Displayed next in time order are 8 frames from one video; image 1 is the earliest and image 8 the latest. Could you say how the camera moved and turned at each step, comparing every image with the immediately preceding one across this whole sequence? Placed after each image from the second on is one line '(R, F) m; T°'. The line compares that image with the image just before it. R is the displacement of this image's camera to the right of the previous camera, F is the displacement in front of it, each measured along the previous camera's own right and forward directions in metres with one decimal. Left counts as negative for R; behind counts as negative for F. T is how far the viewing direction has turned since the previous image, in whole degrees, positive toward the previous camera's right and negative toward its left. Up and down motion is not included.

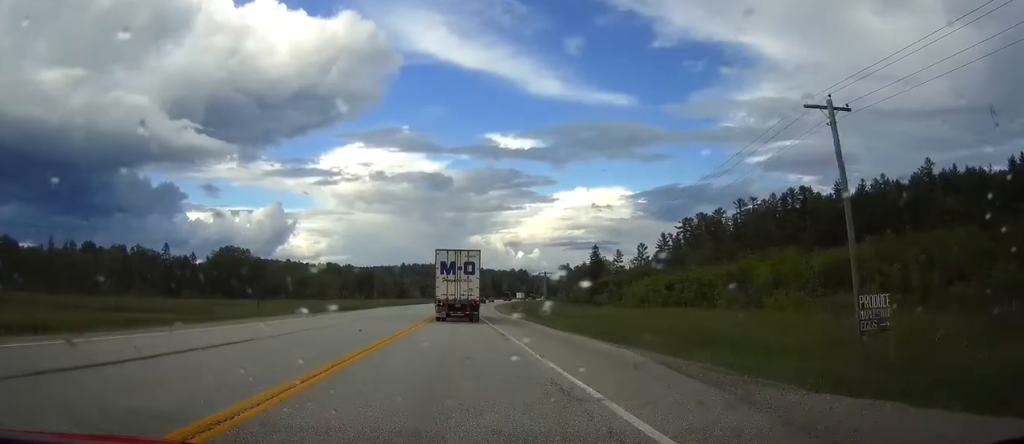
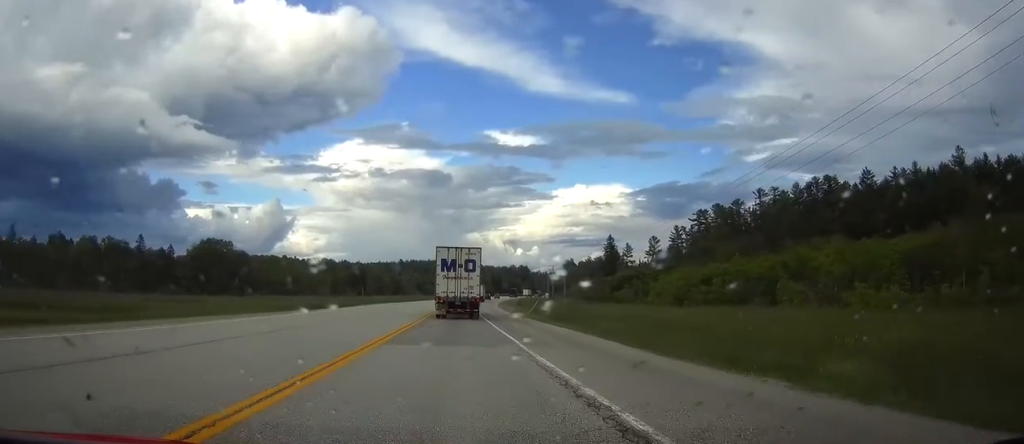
(0.0, +19.7) m; 0°
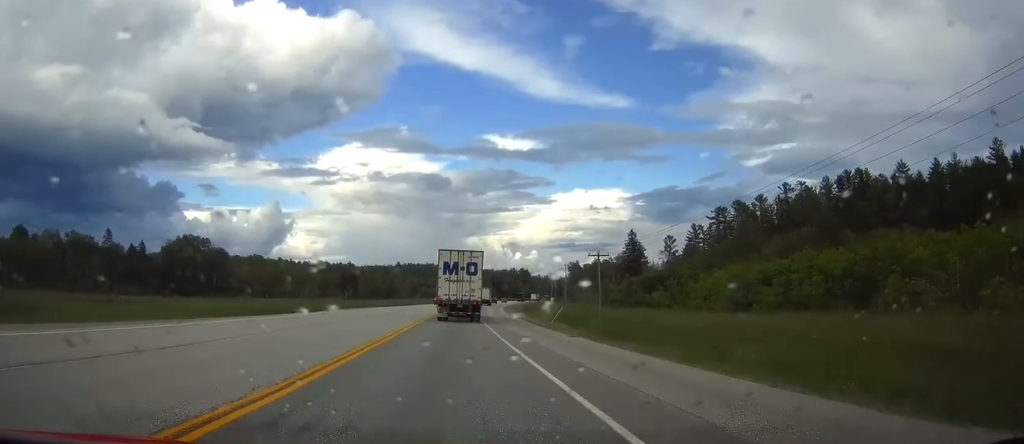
(0.0, +22.0) m; 0°
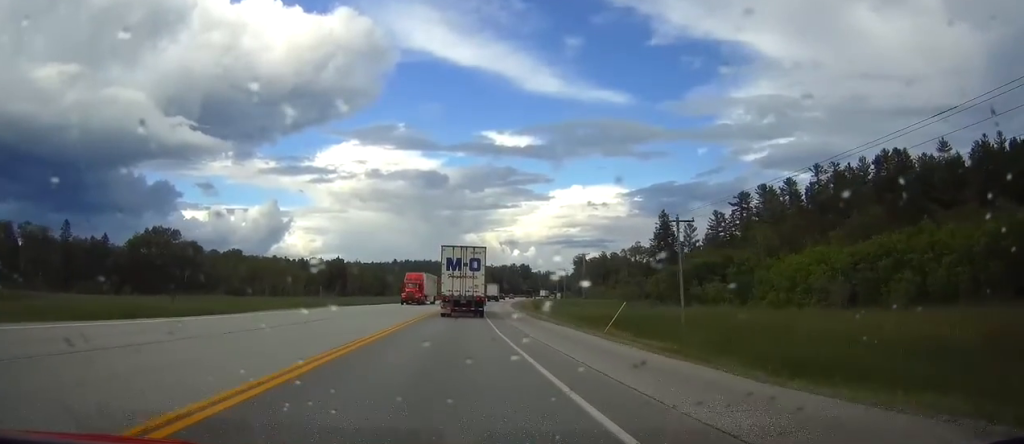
(0.0, +23.4) m; 0°
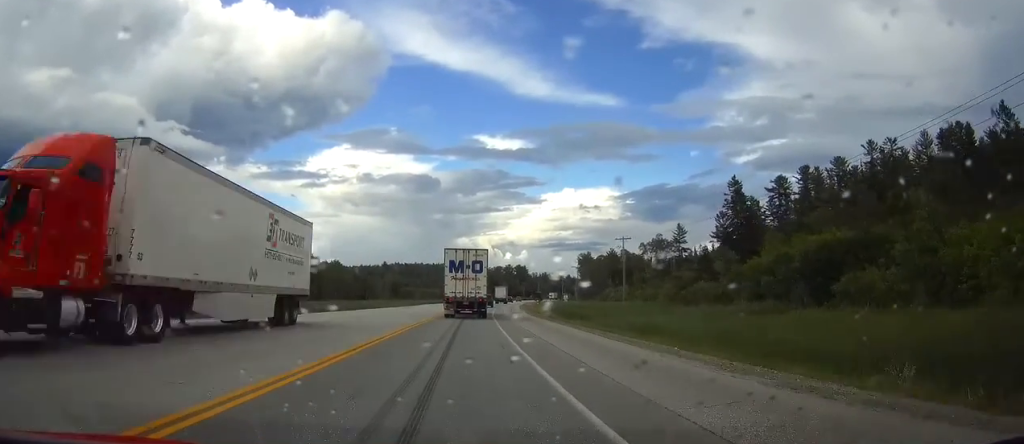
(0.0, +34.2) m; 0°
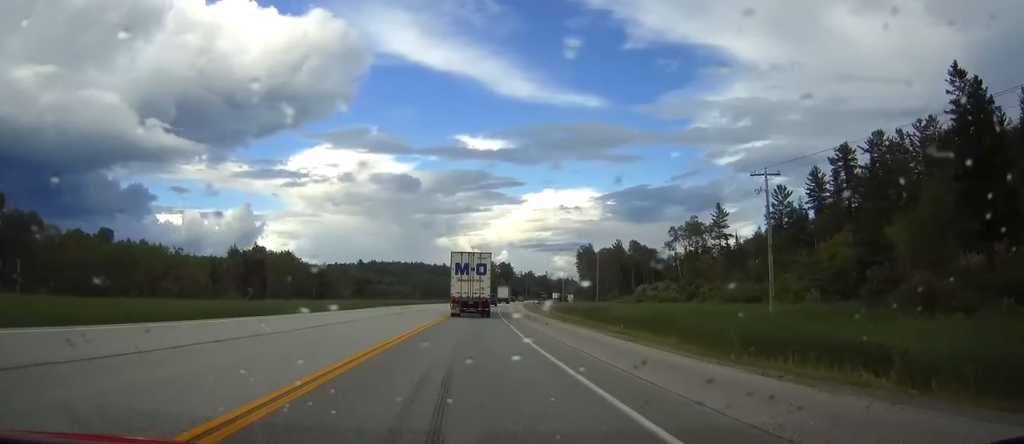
(+0.9, +46.2) m; +3°
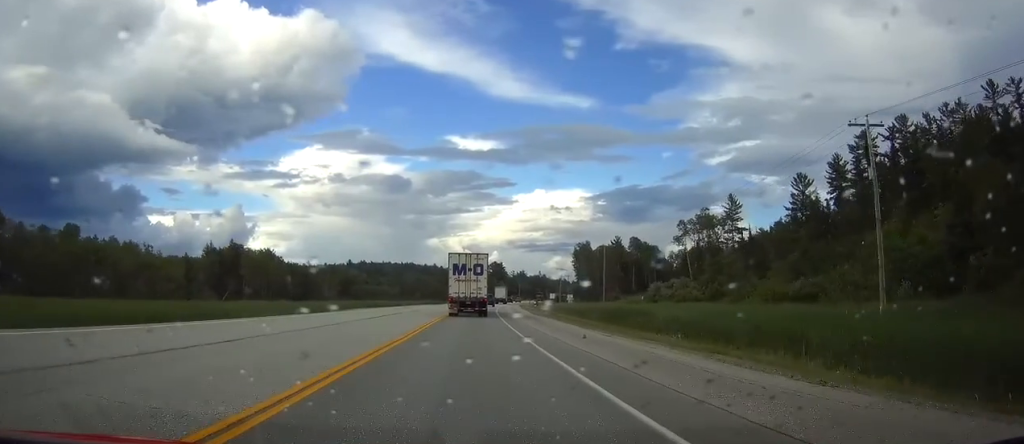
(+0.2, +13.3) m; +1°
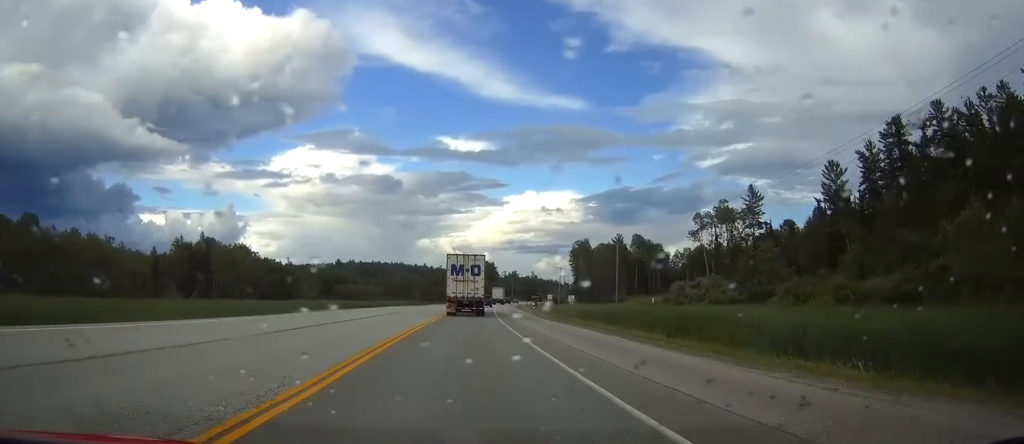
(0.0, +15.7) m; +1°
